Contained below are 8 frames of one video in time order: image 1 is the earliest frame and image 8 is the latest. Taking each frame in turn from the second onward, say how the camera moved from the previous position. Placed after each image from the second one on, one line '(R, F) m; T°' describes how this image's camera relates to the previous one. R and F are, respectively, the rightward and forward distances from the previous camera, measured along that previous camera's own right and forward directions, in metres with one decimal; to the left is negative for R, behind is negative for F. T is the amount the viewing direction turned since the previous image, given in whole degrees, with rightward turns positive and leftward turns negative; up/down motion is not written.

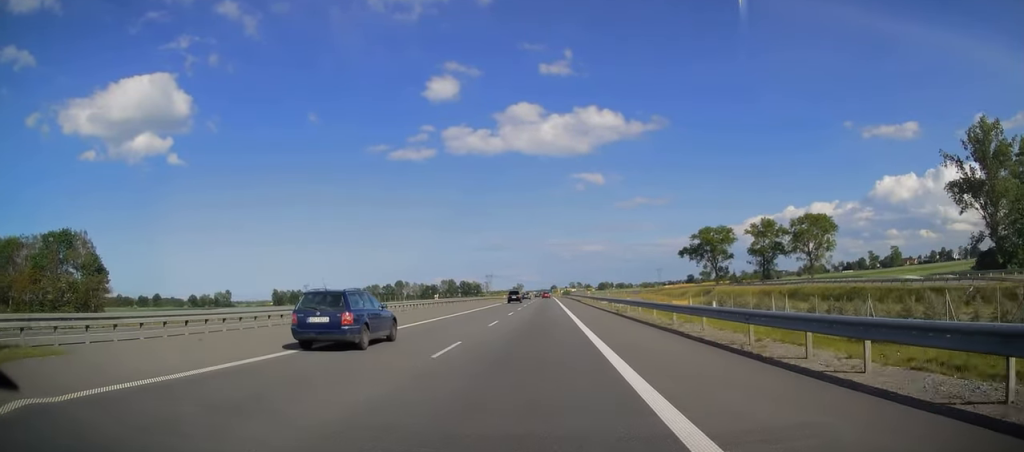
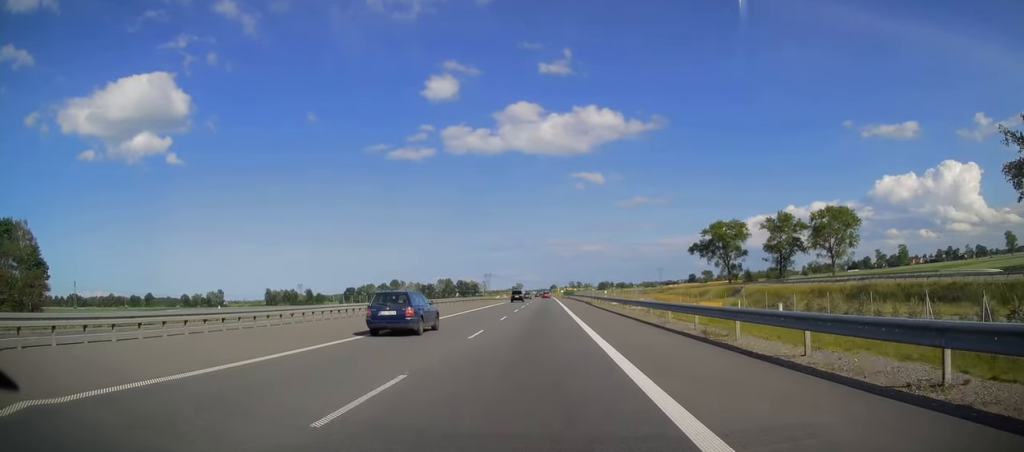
(-0.2, +18.7) m; 0°
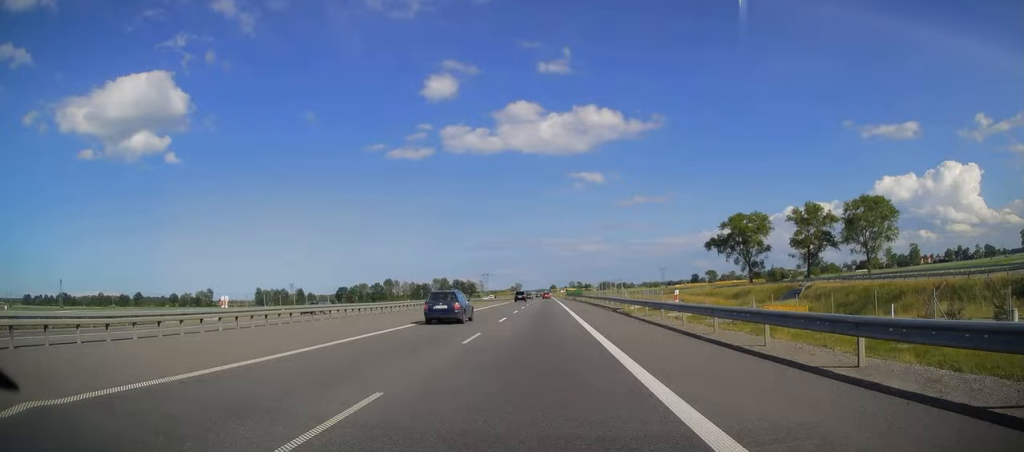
(+0.4, +25.6) m; 0°
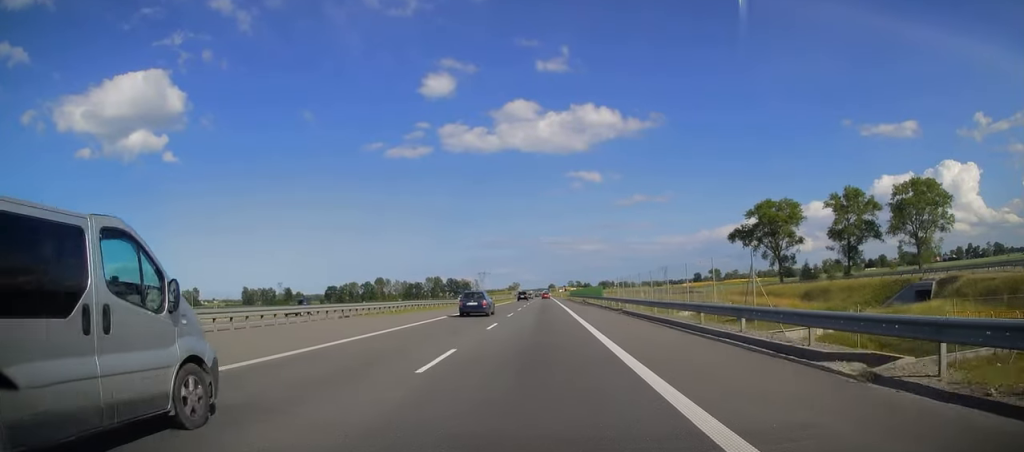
(-0.4, +29.7) m; -1°
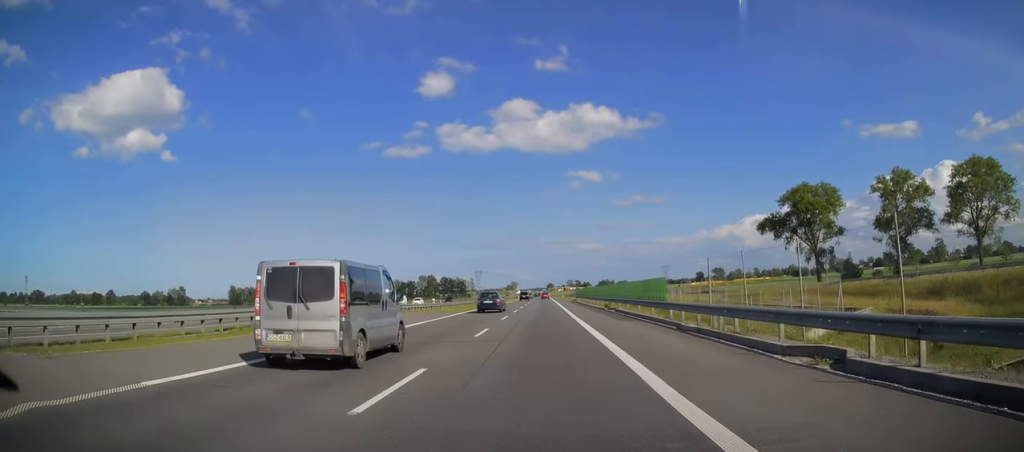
(0.0, +27.4) m; +1°
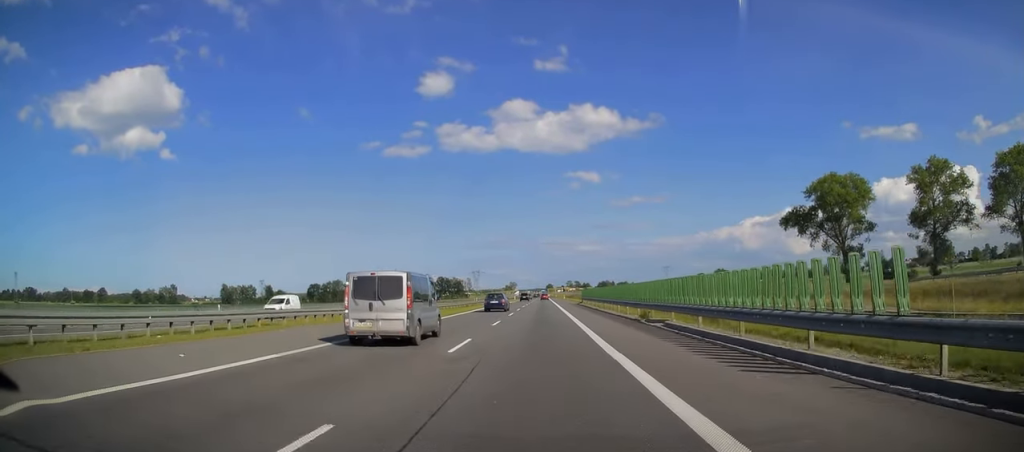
(+0.2, +16.5) m; +1°
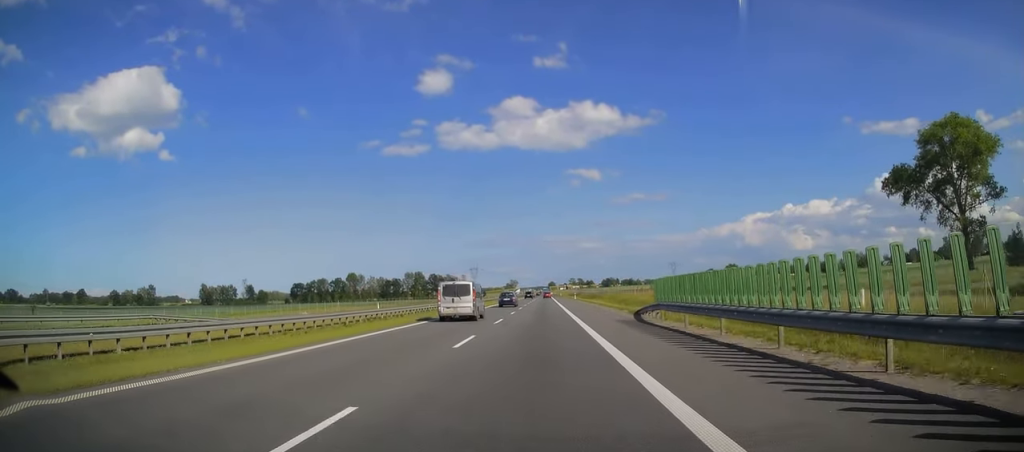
(0.0, +46.7) m; -1°
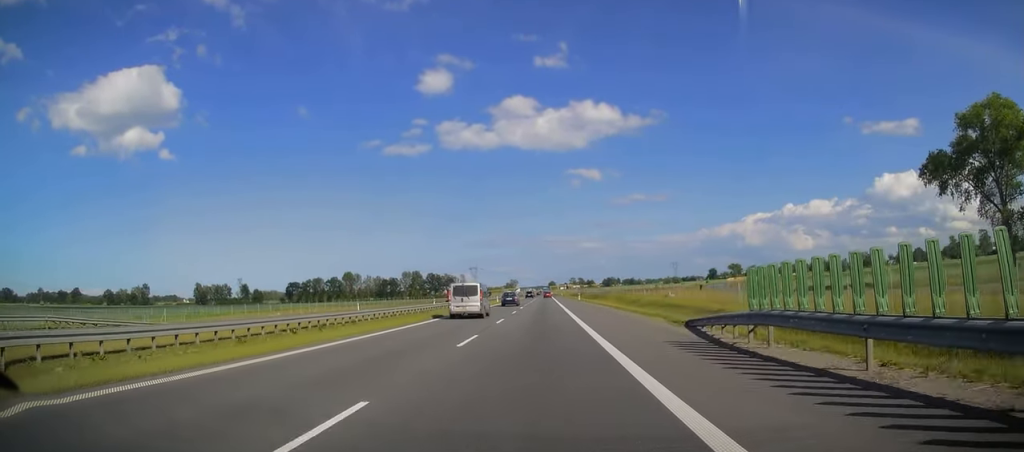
(-0.2, +11.5) m; 0°
